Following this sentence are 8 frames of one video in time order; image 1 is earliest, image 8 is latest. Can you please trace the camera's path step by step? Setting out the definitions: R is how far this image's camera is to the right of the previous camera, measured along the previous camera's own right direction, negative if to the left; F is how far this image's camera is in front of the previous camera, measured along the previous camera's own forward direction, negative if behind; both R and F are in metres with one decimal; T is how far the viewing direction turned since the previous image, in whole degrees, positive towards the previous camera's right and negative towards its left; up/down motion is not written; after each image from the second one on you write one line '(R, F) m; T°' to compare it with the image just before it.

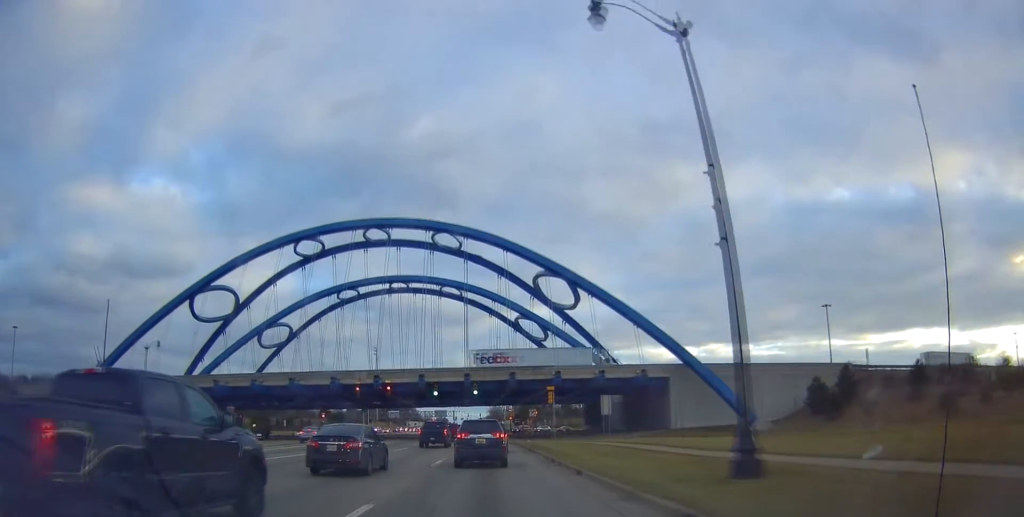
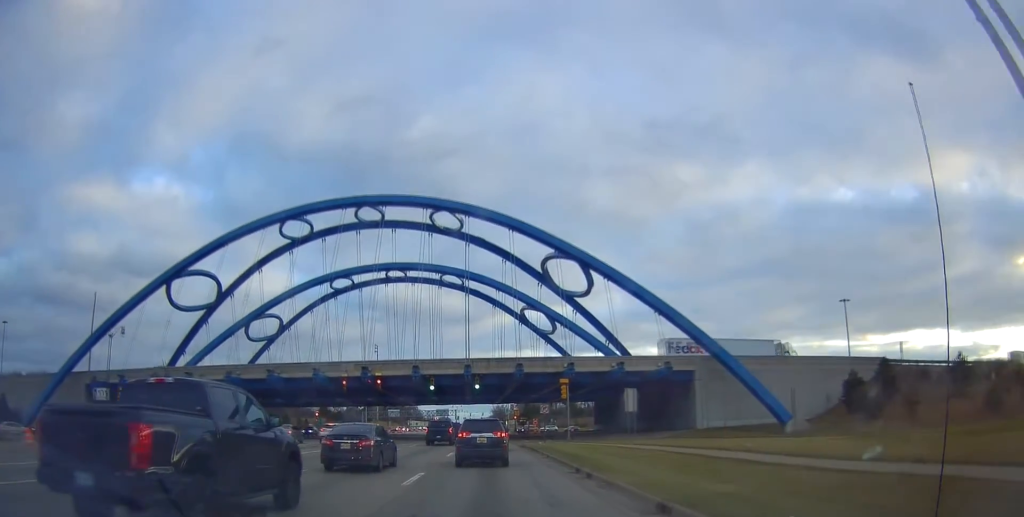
(0.0, +7.9) m; 0°
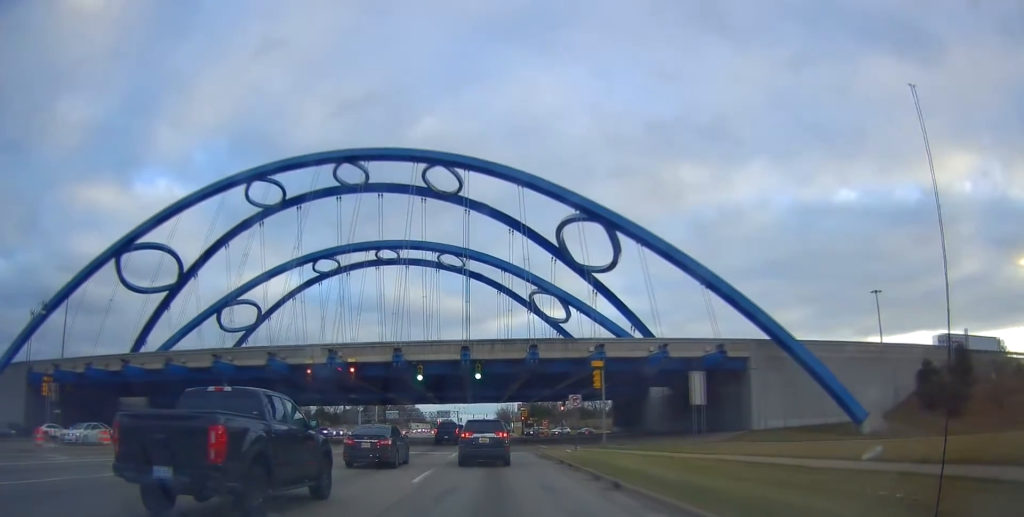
(0.0, +13.6) m; 0°
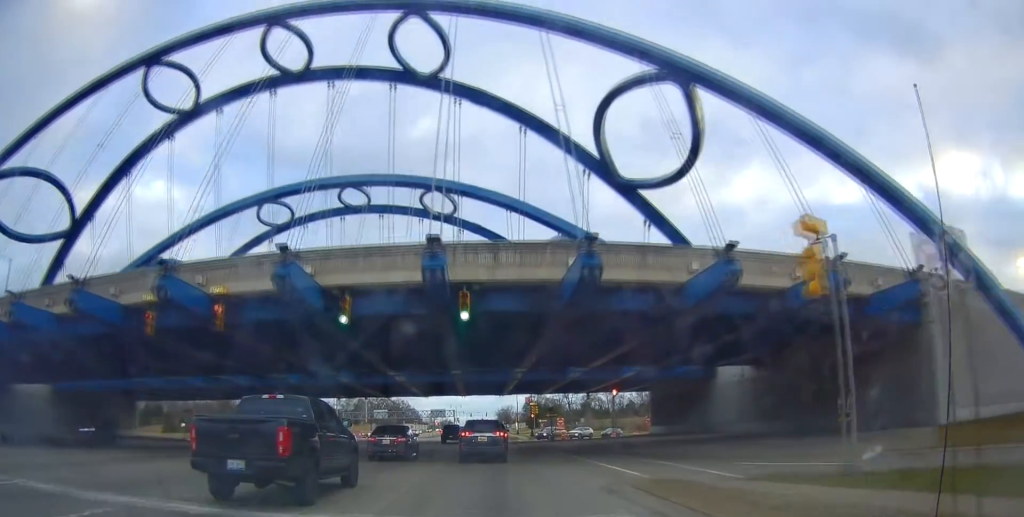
(0.0, +24.9) m; 0°
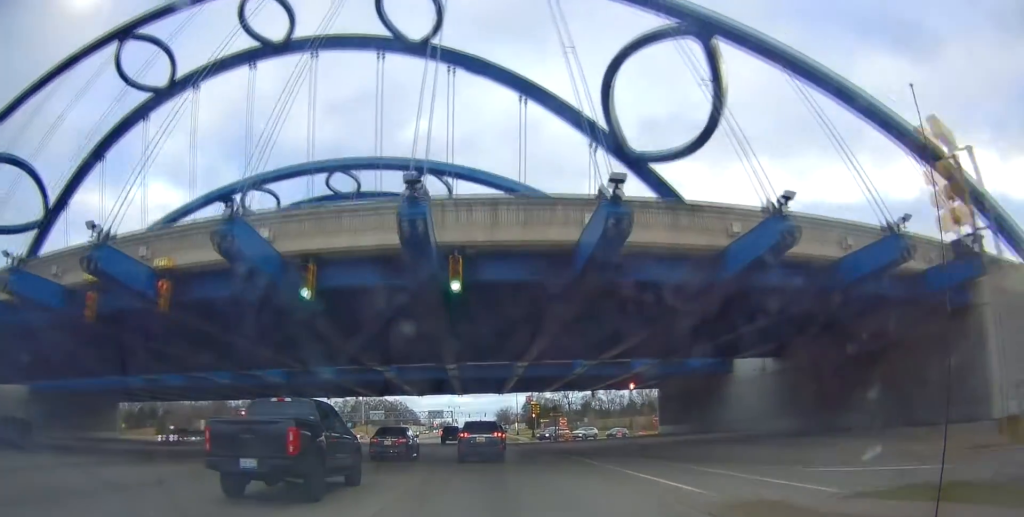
(0.0, +4.6) m; 0°
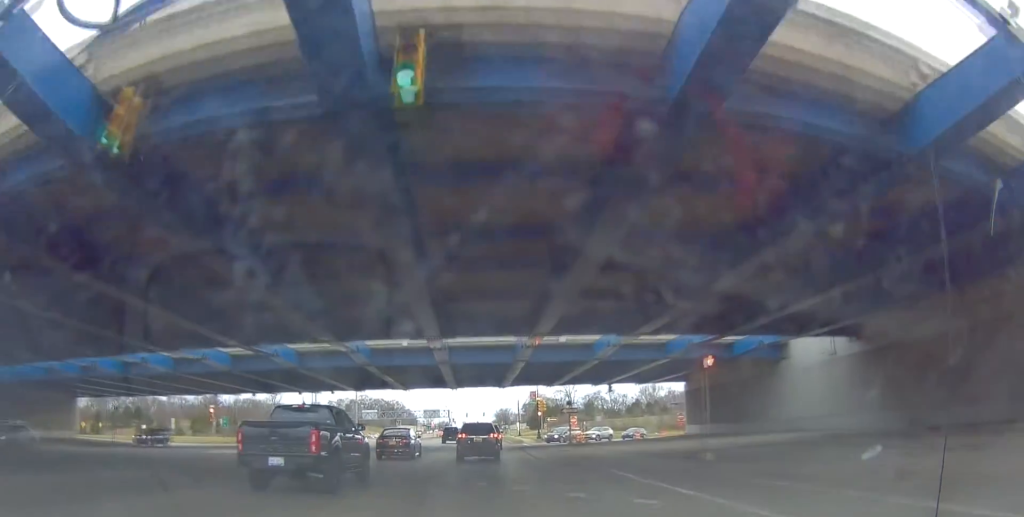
(0.0, +10.9) m; 0°
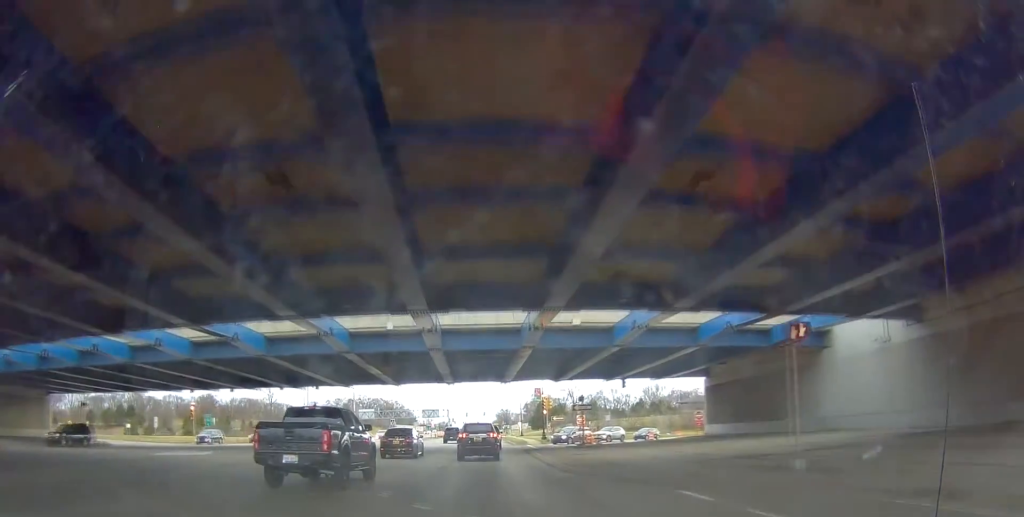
(0.0, +6.0) m; 0°
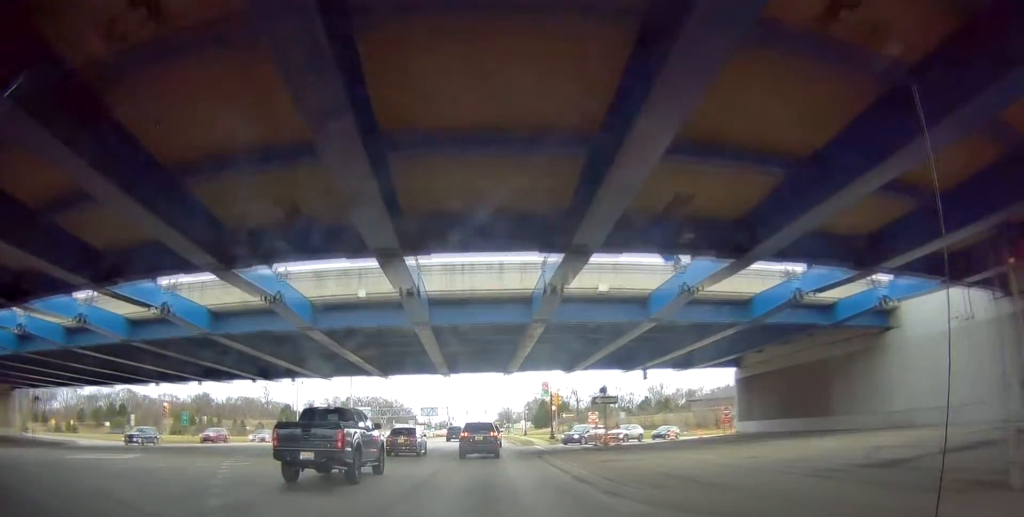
(0.0, +7.2) m; -1°
